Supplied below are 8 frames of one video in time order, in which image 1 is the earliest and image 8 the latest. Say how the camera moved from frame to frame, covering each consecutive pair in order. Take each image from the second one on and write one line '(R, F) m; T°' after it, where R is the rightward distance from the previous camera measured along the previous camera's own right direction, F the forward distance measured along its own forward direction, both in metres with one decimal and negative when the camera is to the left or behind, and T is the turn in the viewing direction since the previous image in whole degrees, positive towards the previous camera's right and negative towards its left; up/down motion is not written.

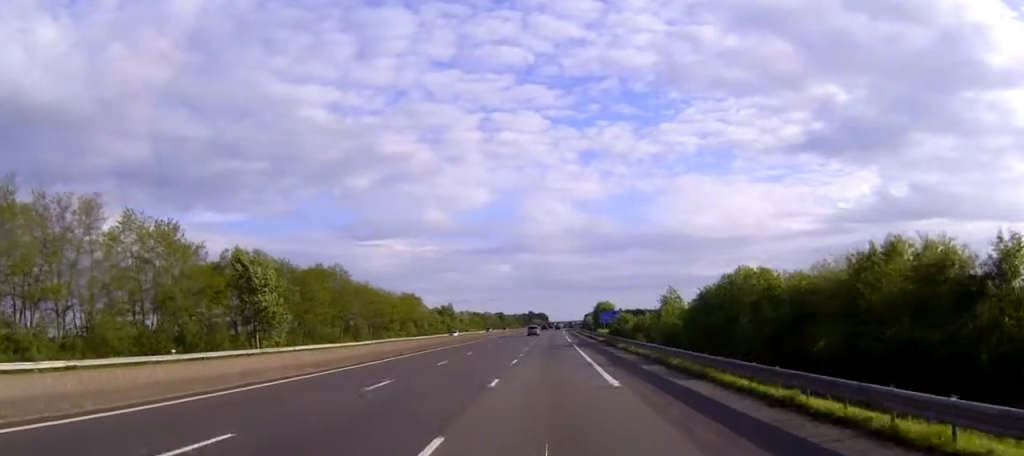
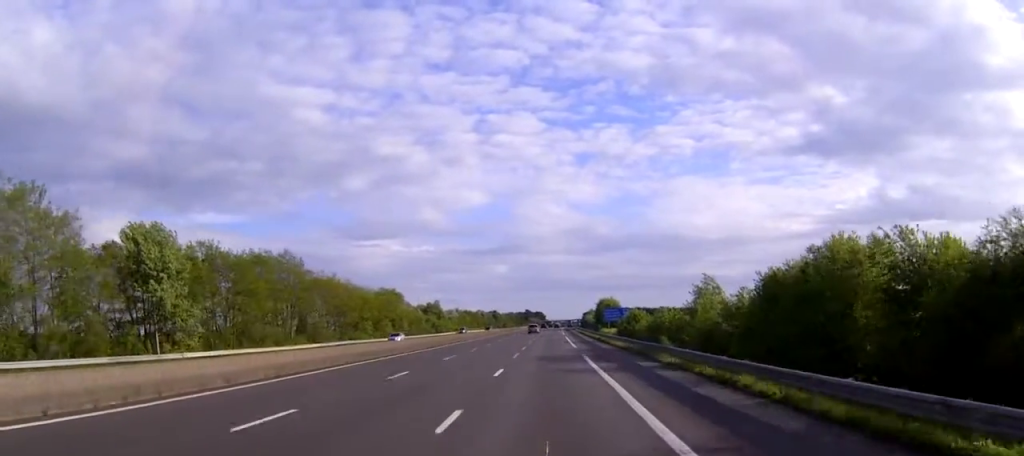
(+0.1, +22.6) m; 0°
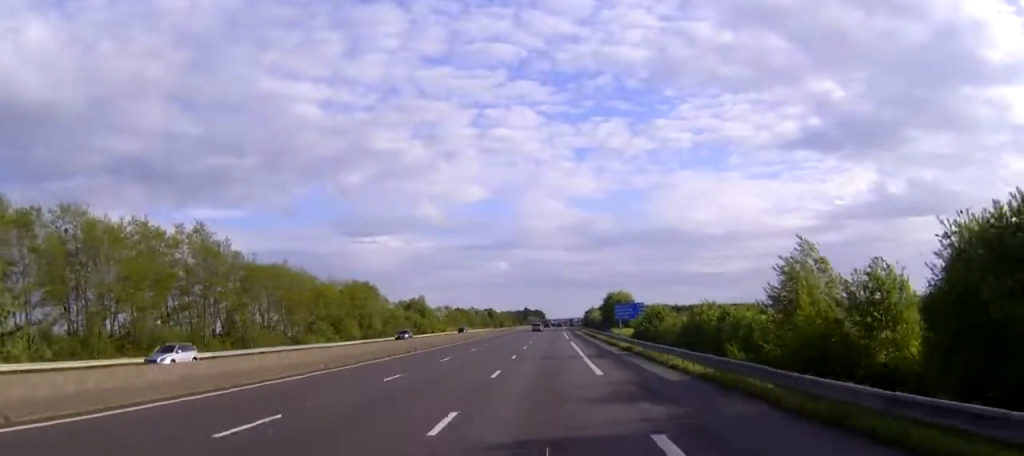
(+0.1, +26.3) m; 0°
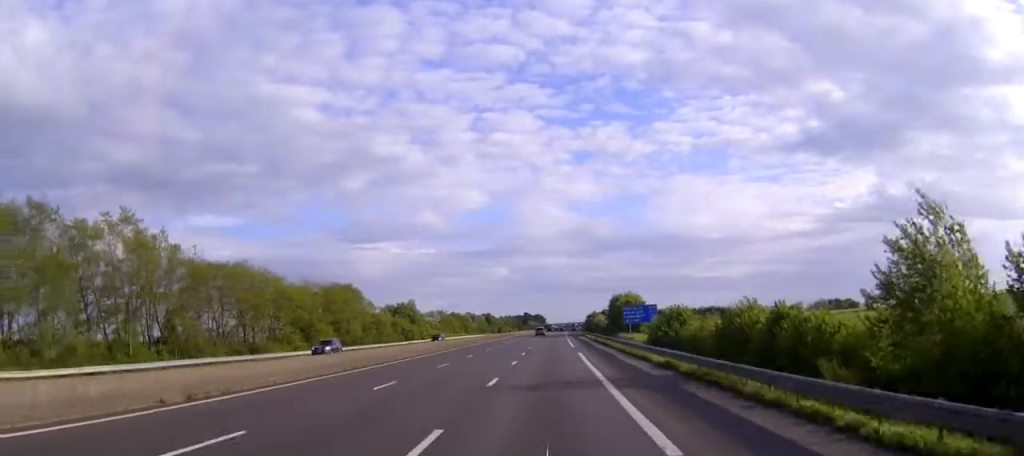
(0.0, +15.0) m; 0°
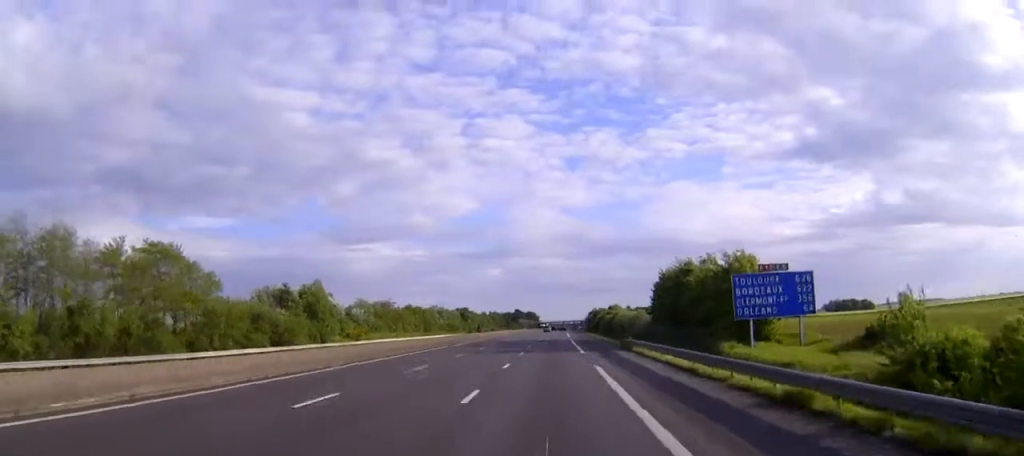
(+0.1, +72.2) m; +1°
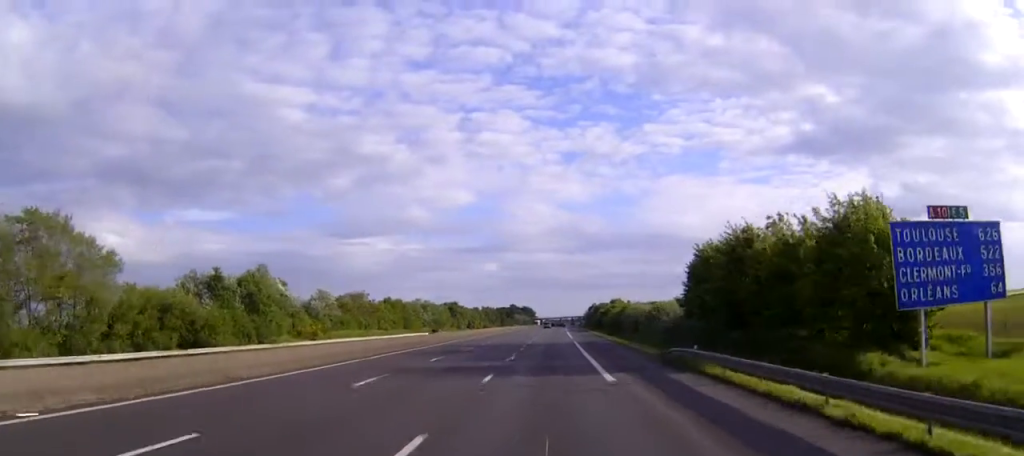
(+0.1, +21.6) m; 0°
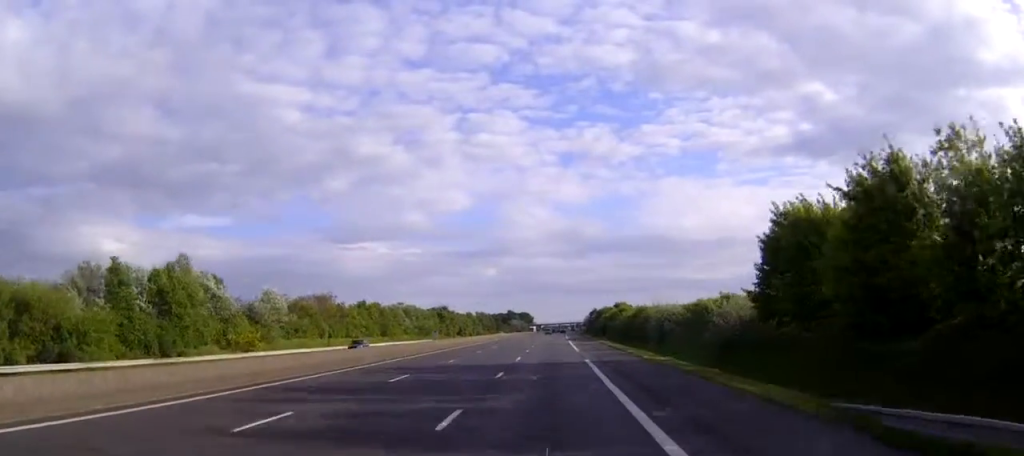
(0.0, +21.5) m; 0°
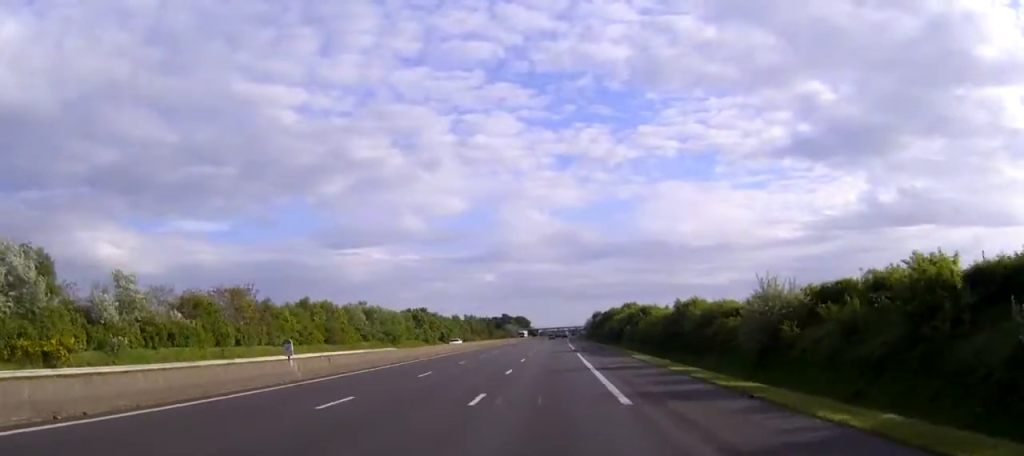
(+0.1, +34.9) m; 0°
